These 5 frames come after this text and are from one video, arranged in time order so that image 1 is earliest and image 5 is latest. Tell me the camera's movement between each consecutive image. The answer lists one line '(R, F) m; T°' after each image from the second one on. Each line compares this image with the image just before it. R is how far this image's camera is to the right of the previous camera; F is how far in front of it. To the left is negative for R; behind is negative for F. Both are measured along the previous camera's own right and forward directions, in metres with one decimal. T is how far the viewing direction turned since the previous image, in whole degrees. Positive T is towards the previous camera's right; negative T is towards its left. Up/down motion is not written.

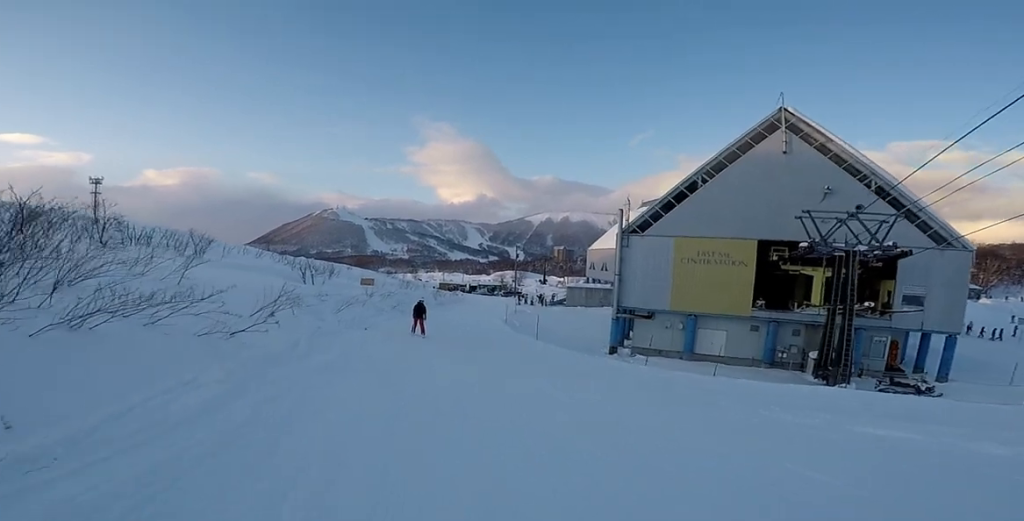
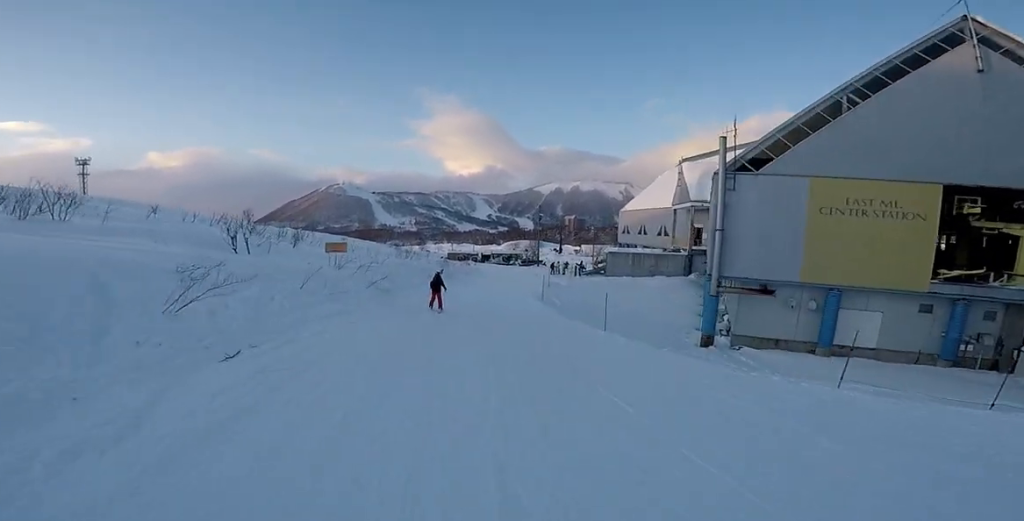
(-1.0, +11.8) m; -5°
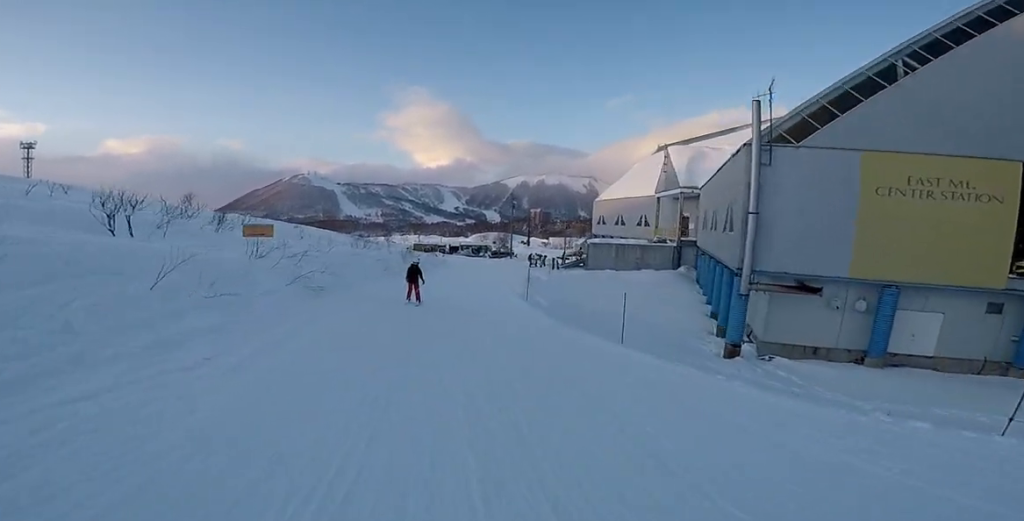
(0.0, +5.2) m; +2°
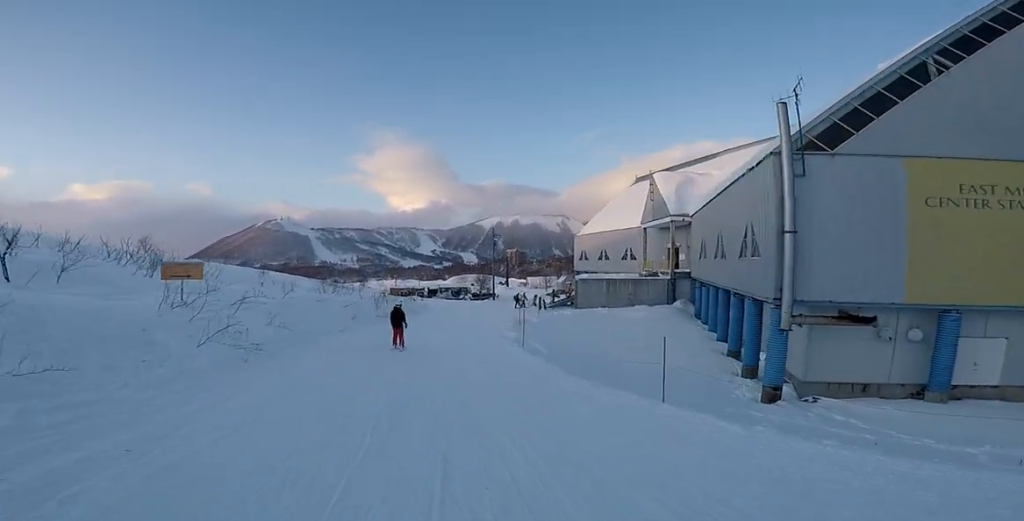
(0.0, +3.2) m; +5°
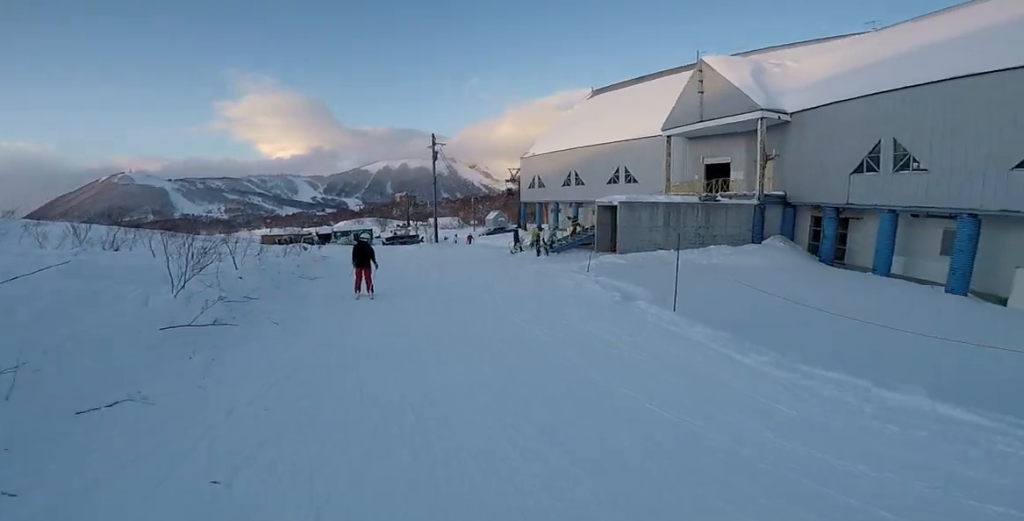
(+5.3, +14.5) m; +13°
